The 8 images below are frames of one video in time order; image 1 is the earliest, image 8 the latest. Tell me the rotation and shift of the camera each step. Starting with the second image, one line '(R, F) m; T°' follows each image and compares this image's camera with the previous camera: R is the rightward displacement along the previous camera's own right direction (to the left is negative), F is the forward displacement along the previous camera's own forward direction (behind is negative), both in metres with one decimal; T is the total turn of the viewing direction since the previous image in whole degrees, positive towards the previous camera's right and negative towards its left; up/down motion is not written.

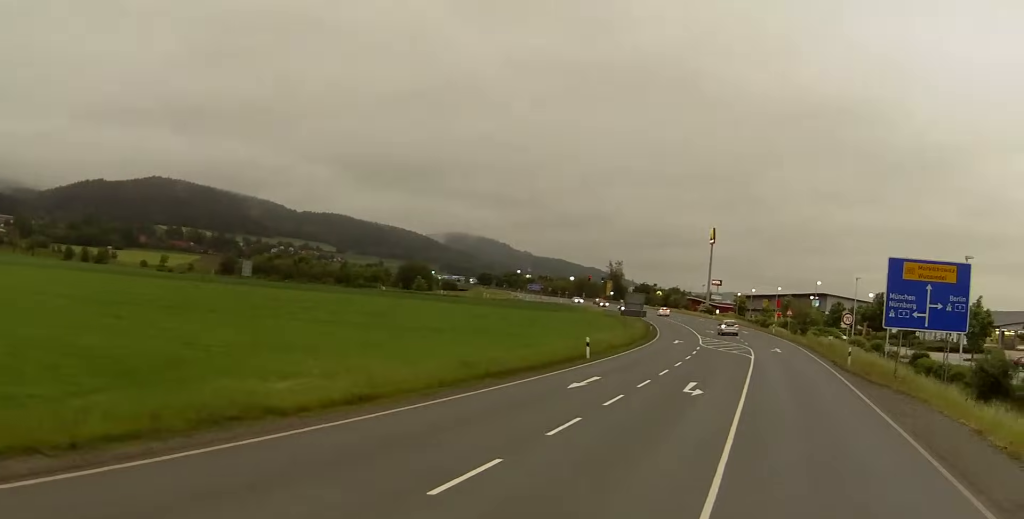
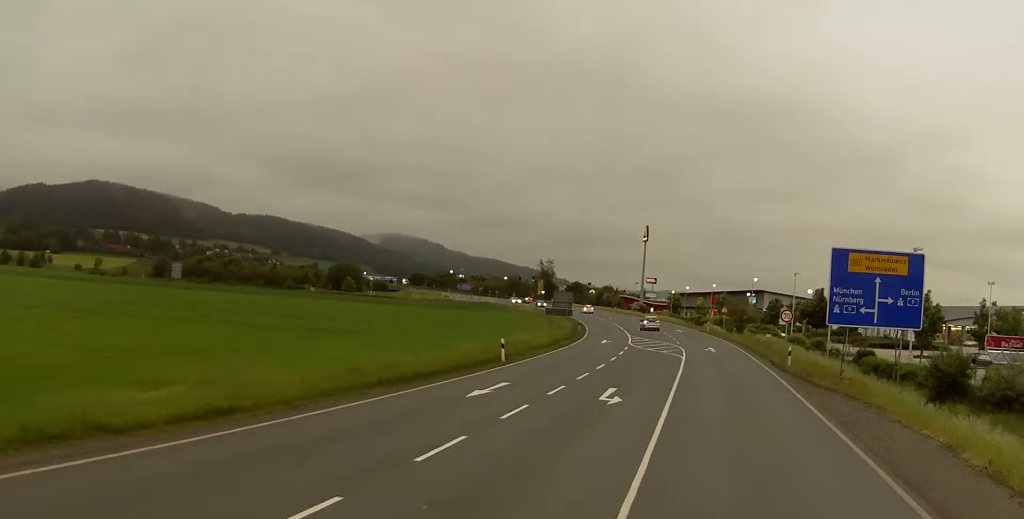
(+0.1, +3.8) m; +1°
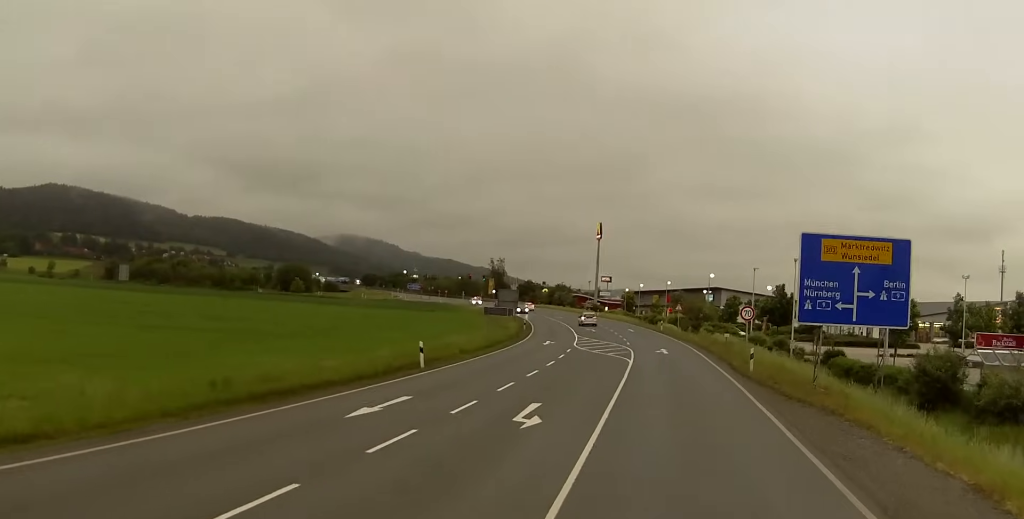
(+0.1, +5.4) m; +1°
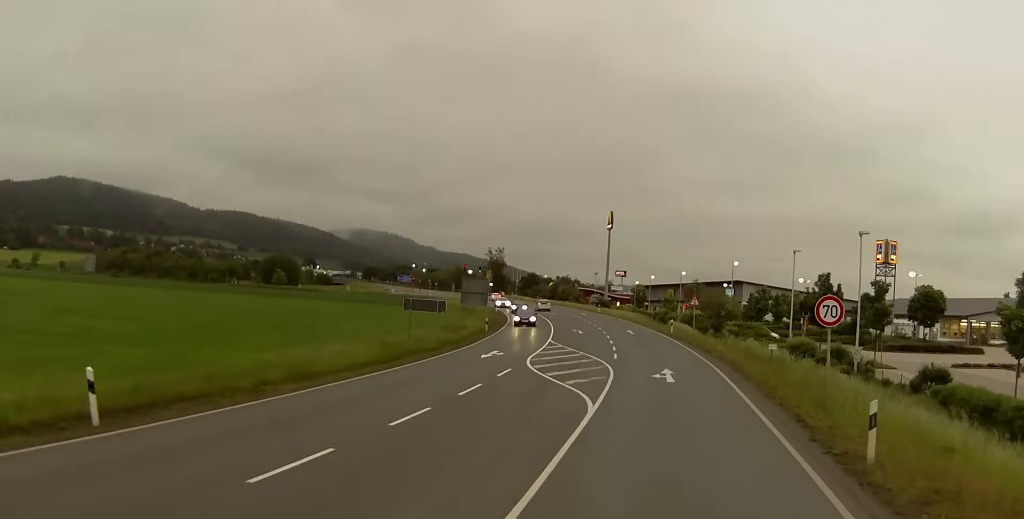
(-0.1, +22.4) m; -2°
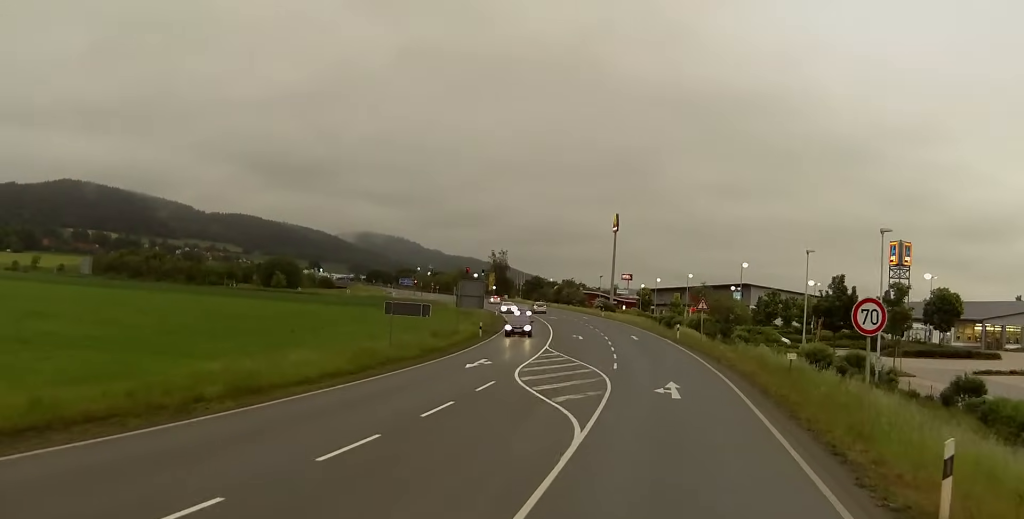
(0.0, +3.9) m; 0°
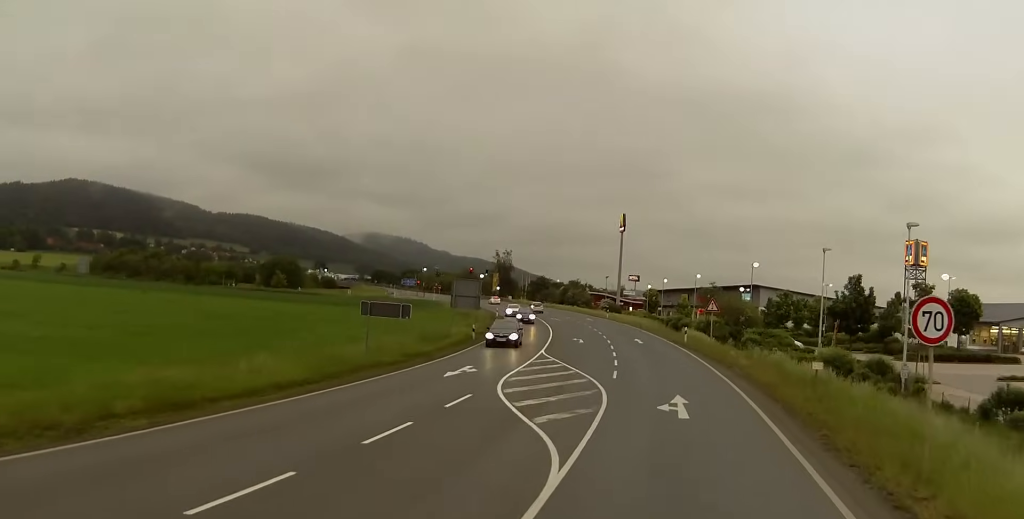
(0.0, +4.0) m; 0°
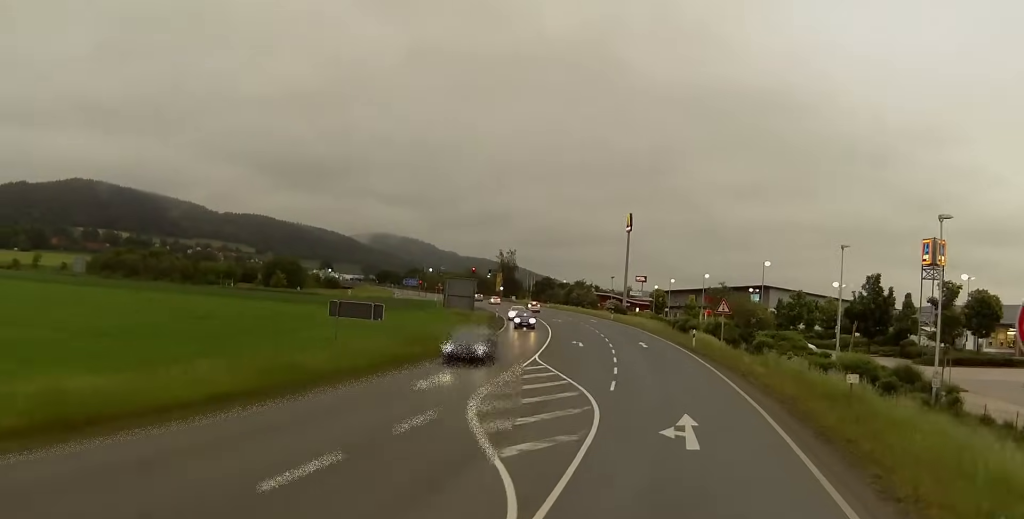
(0.0, +4.1) m; 0°
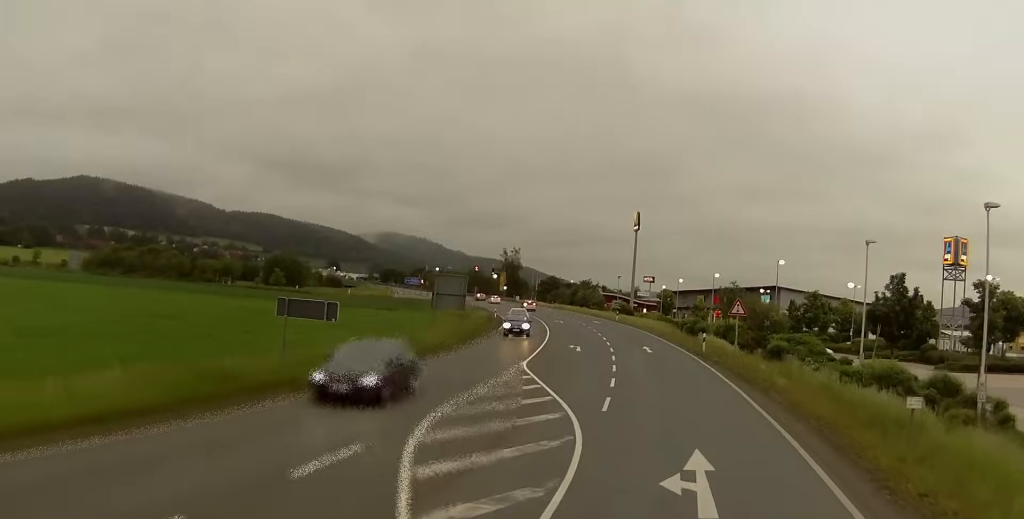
(0.0, +4.8) m; 0°
